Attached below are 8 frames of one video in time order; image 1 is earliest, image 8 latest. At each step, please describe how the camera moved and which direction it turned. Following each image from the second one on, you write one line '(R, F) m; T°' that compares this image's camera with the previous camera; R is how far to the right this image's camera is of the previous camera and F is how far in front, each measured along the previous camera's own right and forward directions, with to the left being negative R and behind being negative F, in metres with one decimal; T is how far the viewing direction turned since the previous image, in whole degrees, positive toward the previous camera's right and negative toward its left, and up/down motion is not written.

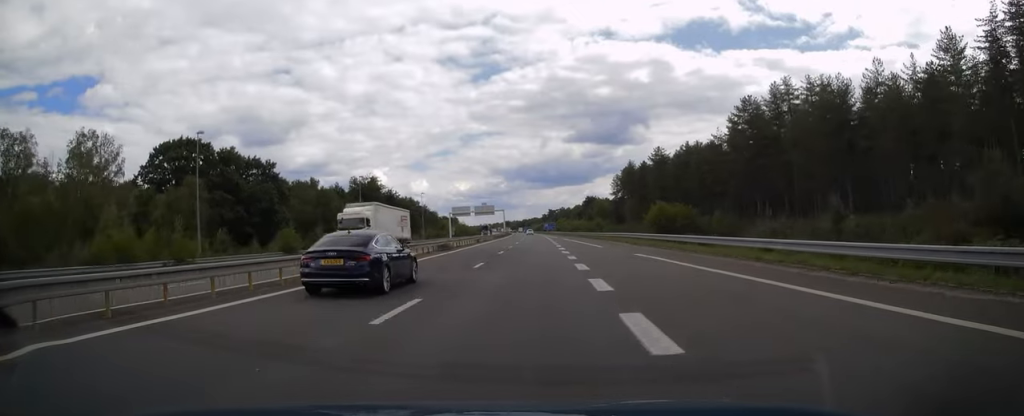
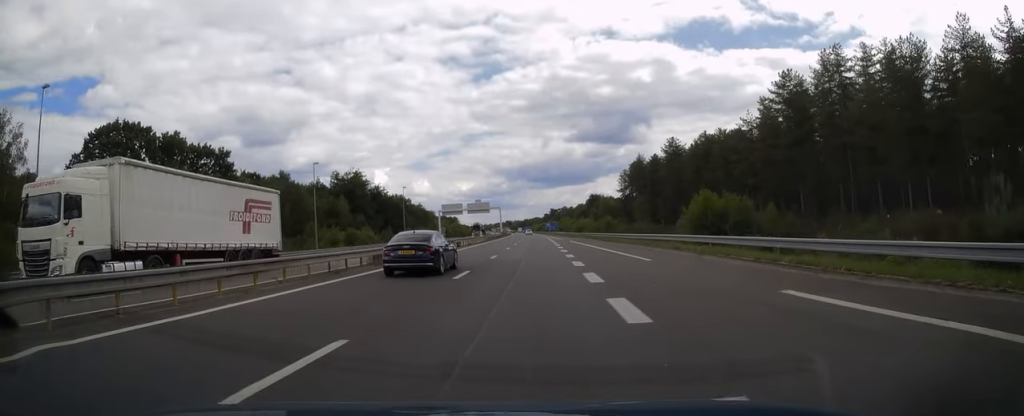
(0.0, +17.7) m; 0°
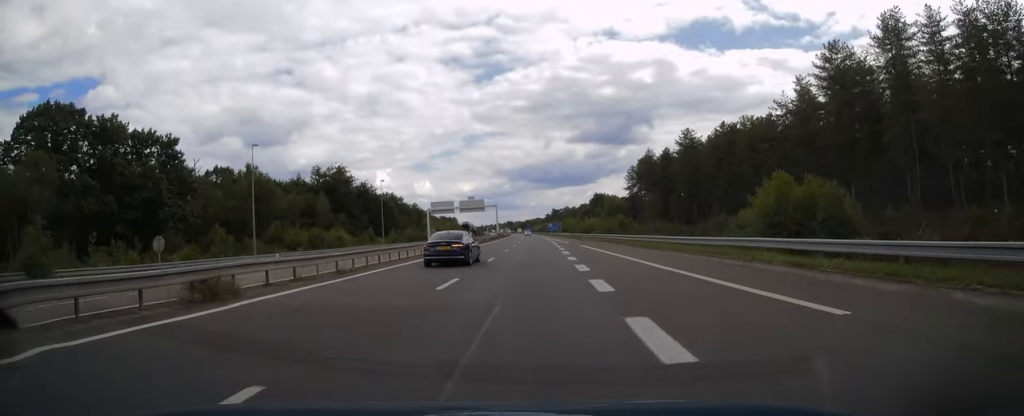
(0.0, +15.2) m; 0°
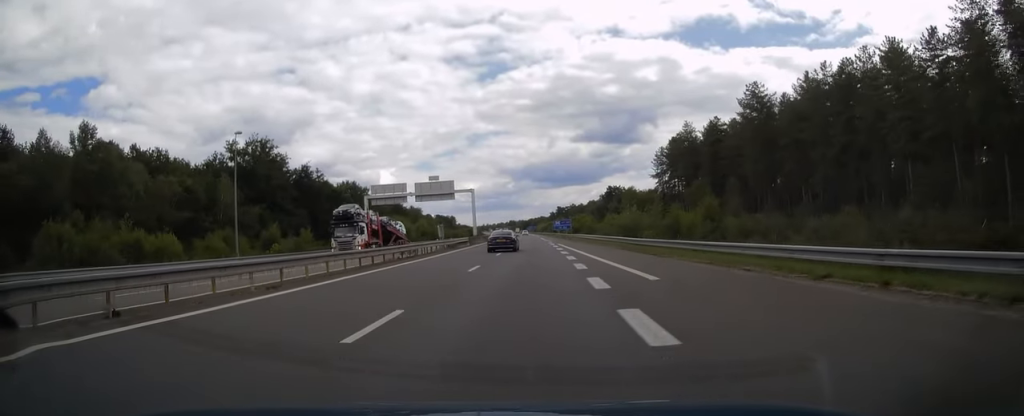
(-0.2, +45.0) m; -1°
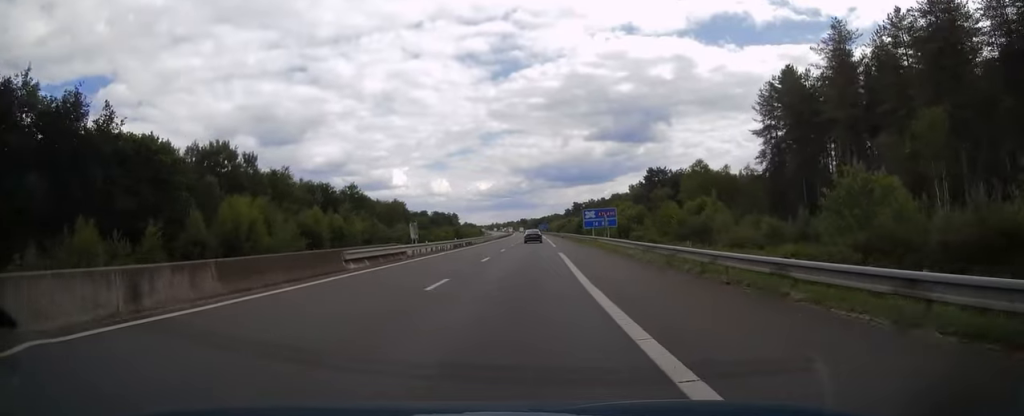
(-0.5, +71.5) m; -1°
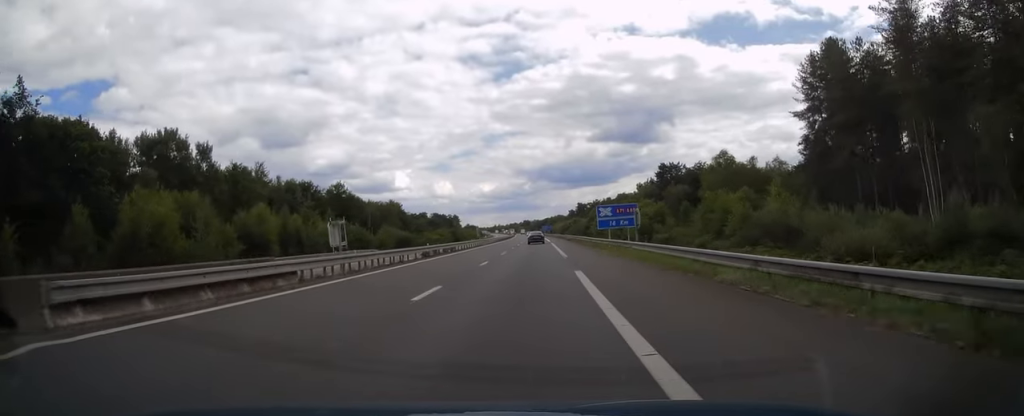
(0.0, +14.7) m; 0°
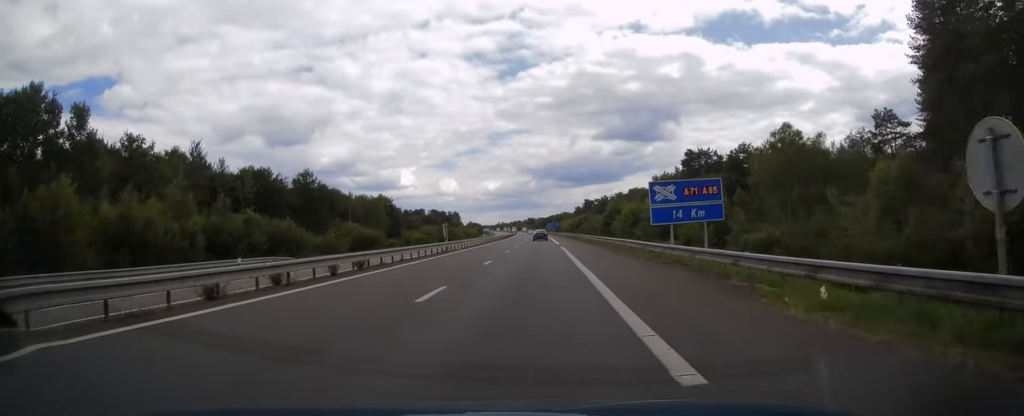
(-0.1, +26.5) m; 0°
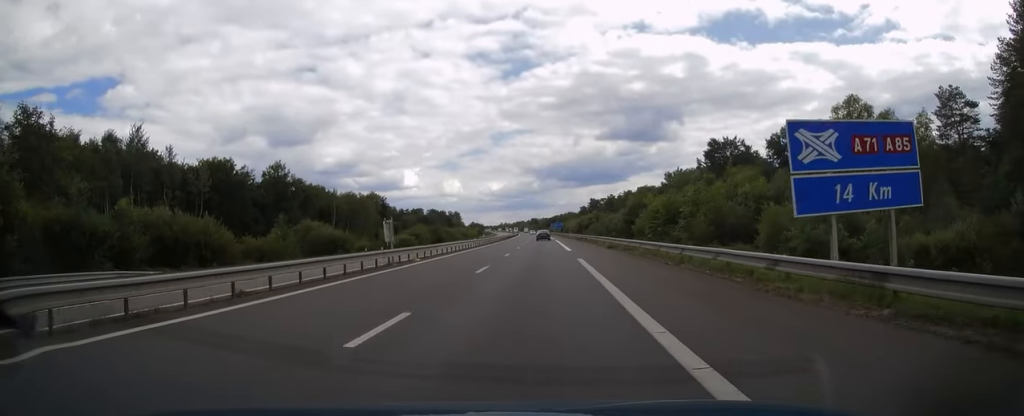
(-0.1, +17.7) m; 0°
